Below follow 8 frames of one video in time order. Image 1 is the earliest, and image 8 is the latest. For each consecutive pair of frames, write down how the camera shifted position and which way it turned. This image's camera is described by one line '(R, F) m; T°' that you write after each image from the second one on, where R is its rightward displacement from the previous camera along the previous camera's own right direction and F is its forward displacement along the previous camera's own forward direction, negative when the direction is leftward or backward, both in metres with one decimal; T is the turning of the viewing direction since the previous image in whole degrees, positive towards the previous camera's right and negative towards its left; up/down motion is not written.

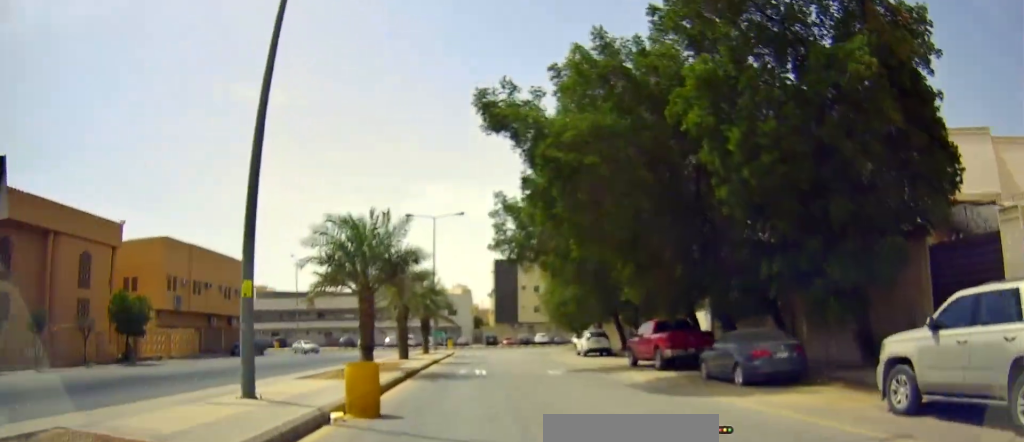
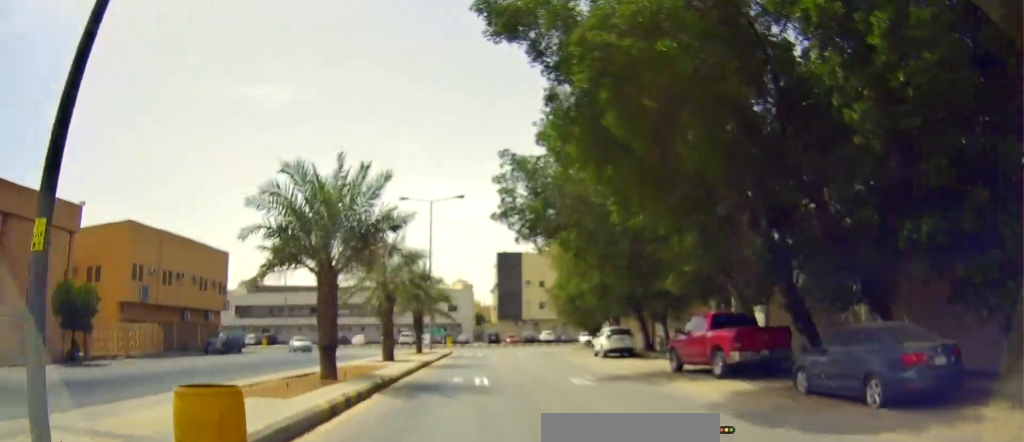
(+0.3, +5.8) m; -1°
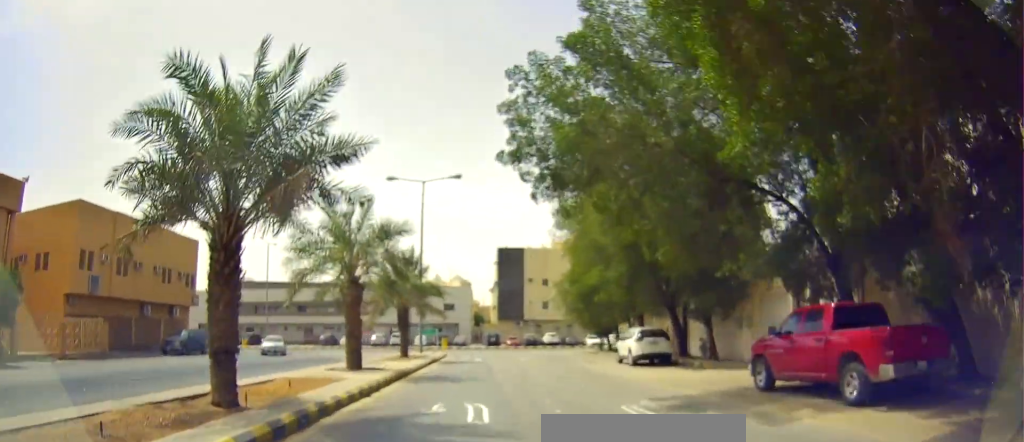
(-0.3, +6.9) m; -2°
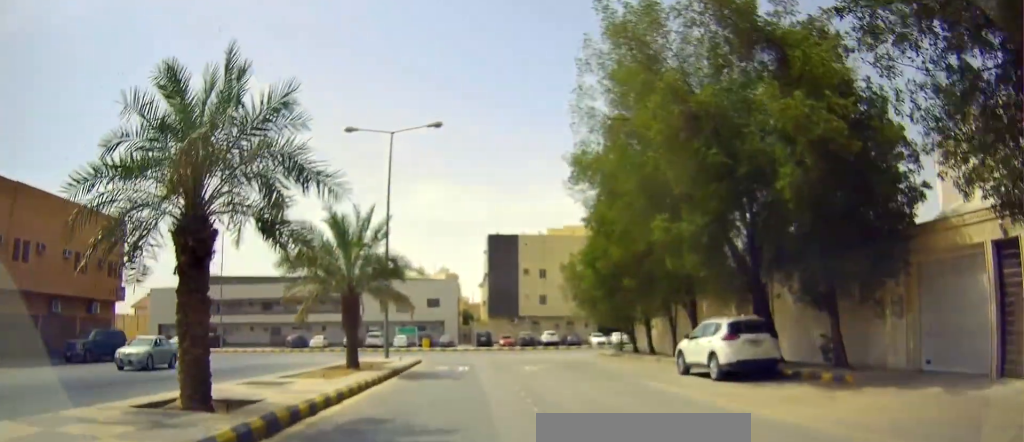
(-0.1, +11.0) m; +2°
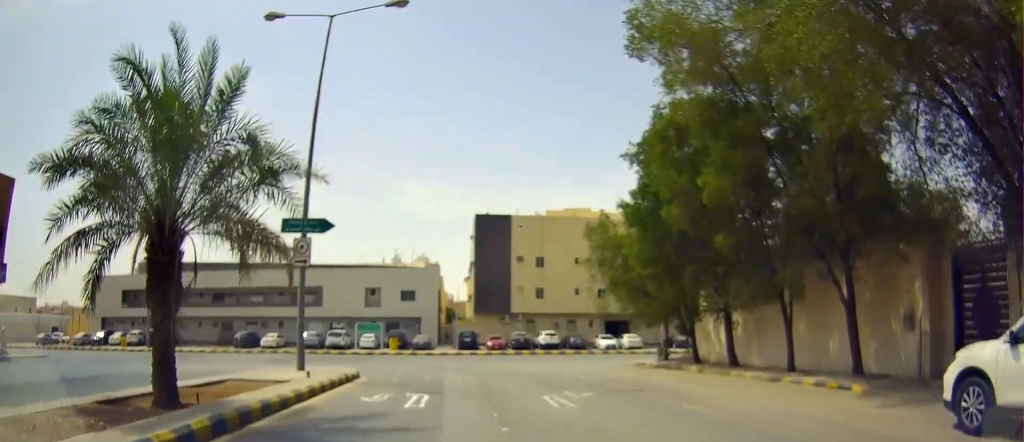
(+0.7, +13.0) m; +4°
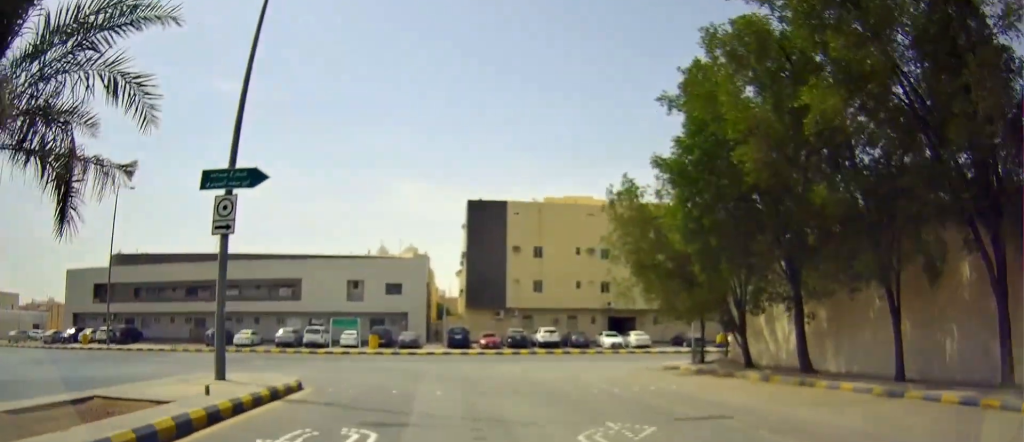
(0.0, +5.8) m; +1°
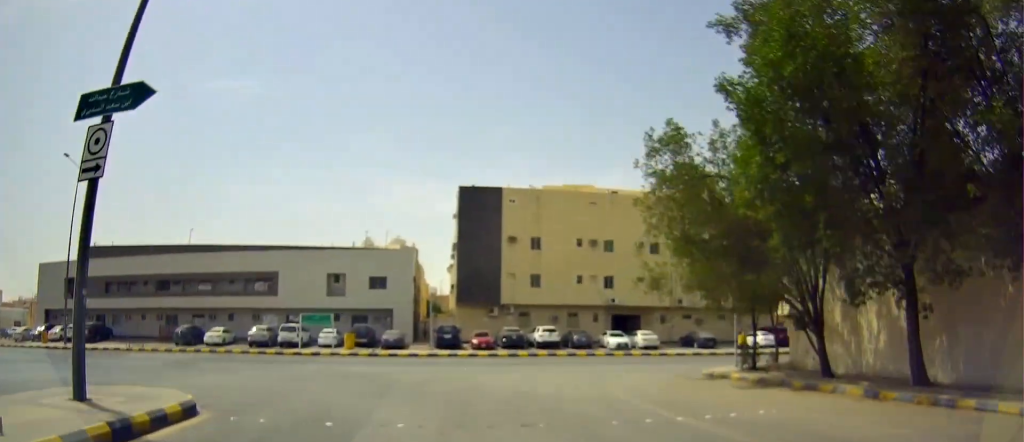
(+0.1, +5.5) m; +1°
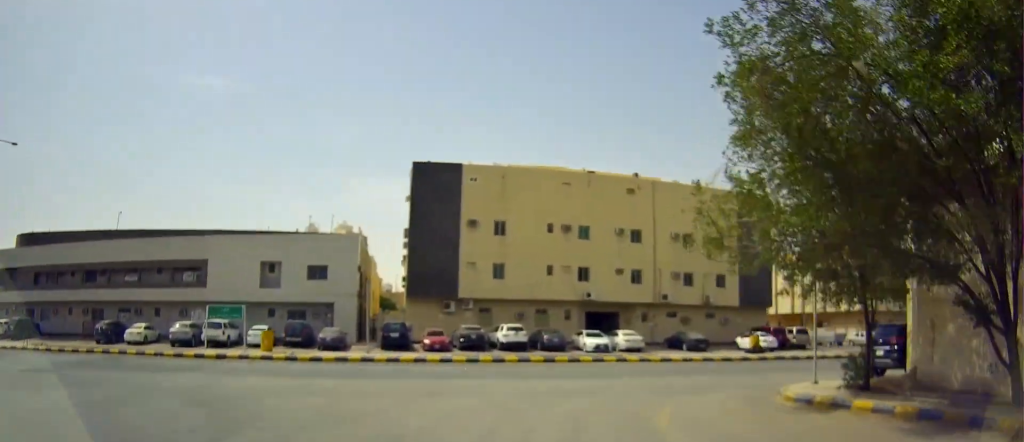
(0.0, +8.7) m; 0°
